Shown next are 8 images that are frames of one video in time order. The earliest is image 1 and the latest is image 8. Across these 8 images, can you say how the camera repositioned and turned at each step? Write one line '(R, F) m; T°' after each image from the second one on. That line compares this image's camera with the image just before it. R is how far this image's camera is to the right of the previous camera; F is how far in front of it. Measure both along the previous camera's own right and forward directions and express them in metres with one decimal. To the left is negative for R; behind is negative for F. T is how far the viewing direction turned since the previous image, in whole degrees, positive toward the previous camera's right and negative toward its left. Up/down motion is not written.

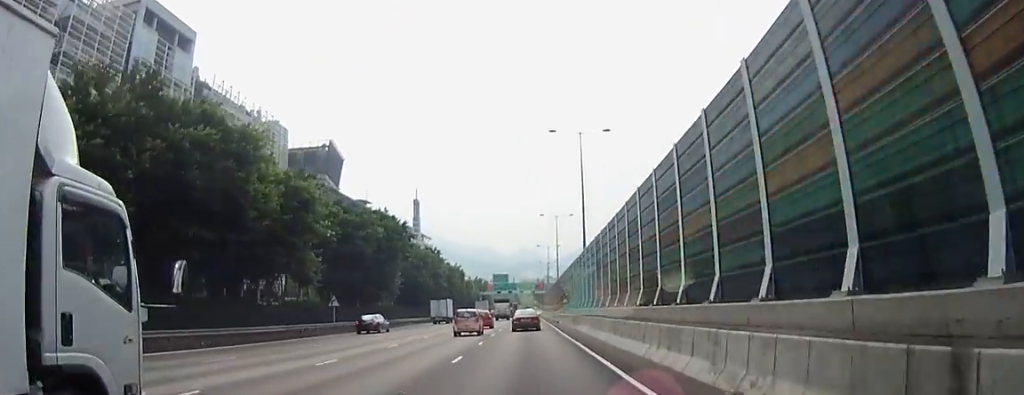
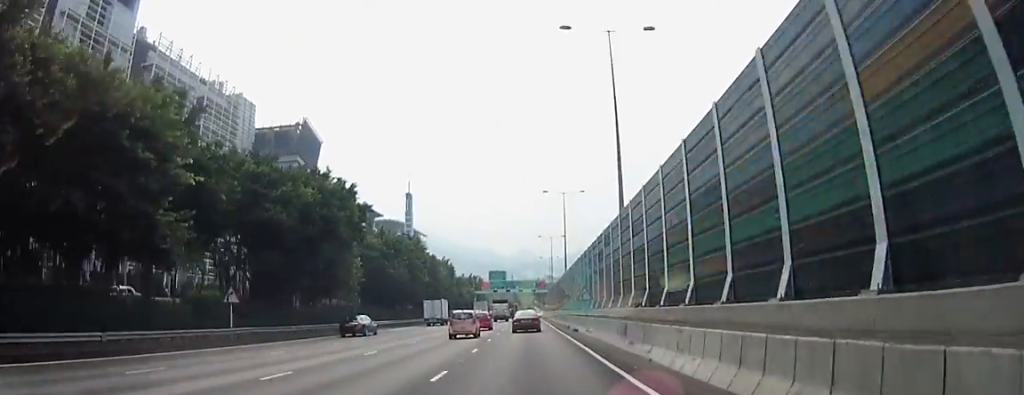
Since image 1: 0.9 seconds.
(0.0, +21.6) m; 0°
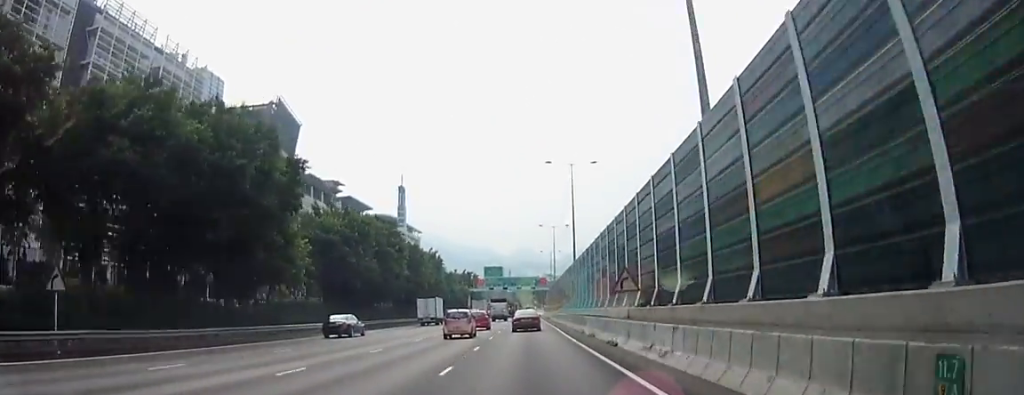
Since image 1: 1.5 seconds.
(0.0, +16.5) m; 0°
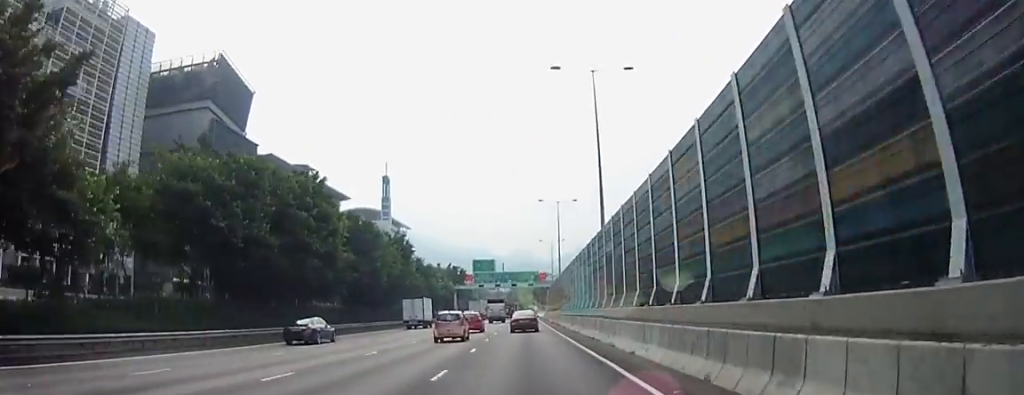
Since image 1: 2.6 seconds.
(0.0, +27.2) m; 0°
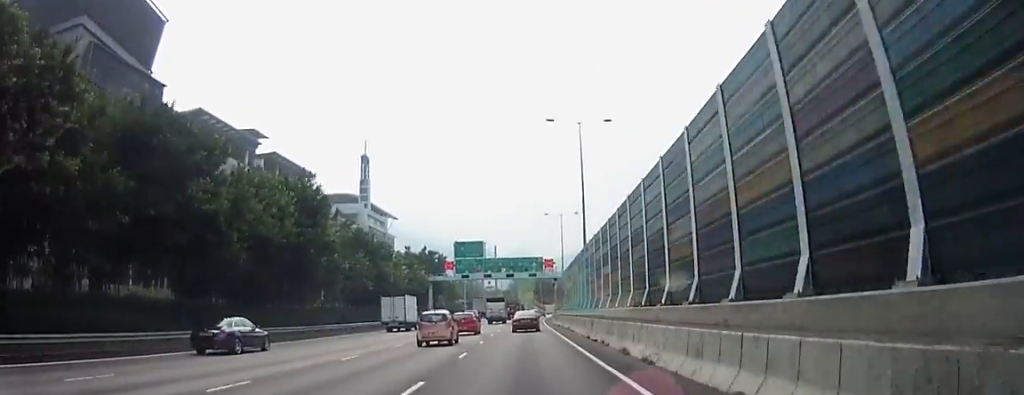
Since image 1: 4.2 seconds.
(+0.1, +38.5) m; 0°
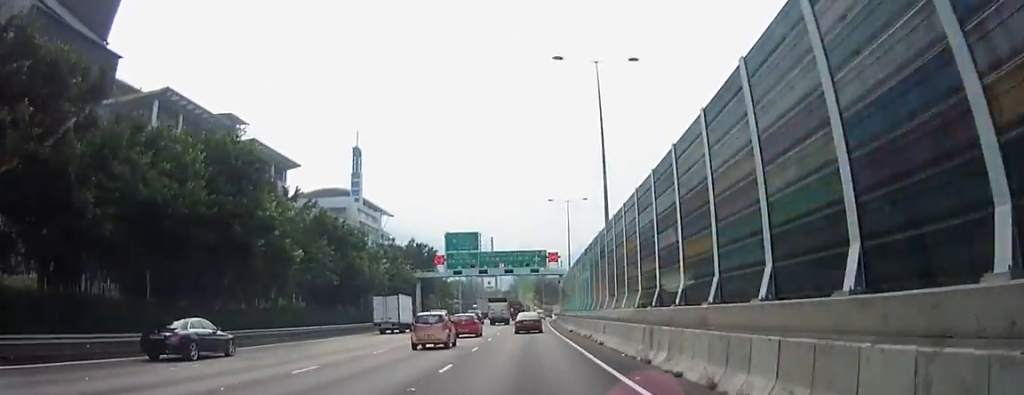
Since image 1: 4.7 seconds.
(0.0, +13.5) m; 0°
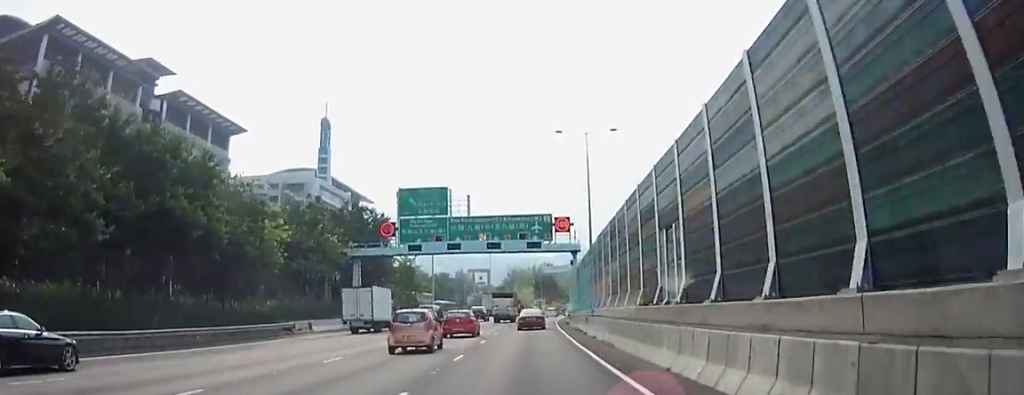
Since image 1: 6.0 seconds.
(+0.1, +33.3) m; +1°
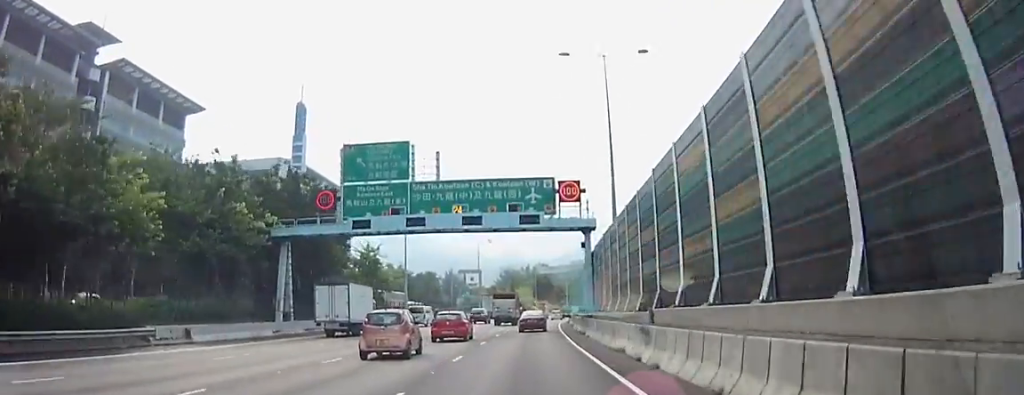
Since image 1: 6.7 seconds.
(0.0, +18.0) m; +1°
